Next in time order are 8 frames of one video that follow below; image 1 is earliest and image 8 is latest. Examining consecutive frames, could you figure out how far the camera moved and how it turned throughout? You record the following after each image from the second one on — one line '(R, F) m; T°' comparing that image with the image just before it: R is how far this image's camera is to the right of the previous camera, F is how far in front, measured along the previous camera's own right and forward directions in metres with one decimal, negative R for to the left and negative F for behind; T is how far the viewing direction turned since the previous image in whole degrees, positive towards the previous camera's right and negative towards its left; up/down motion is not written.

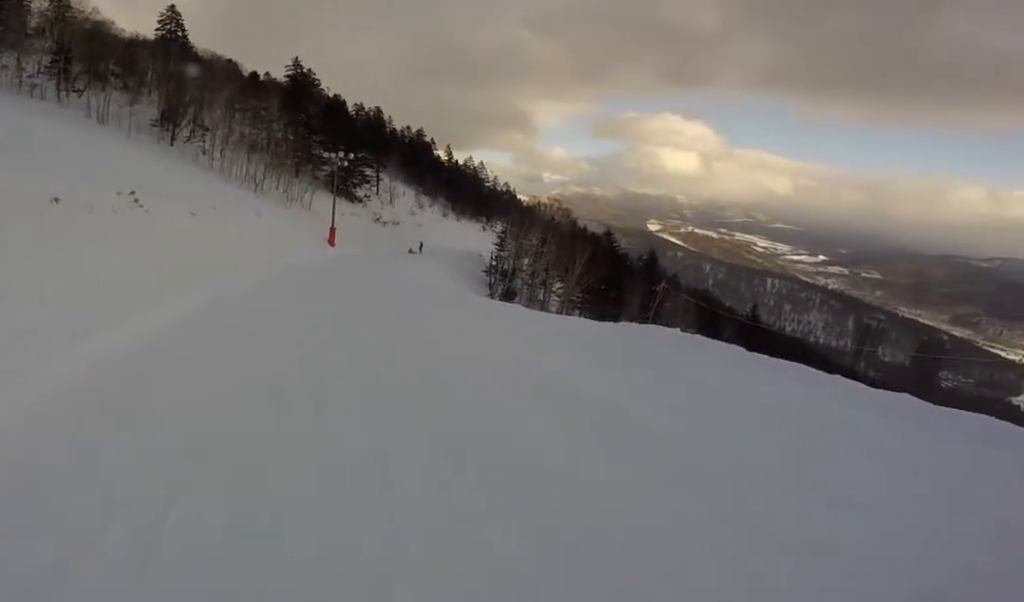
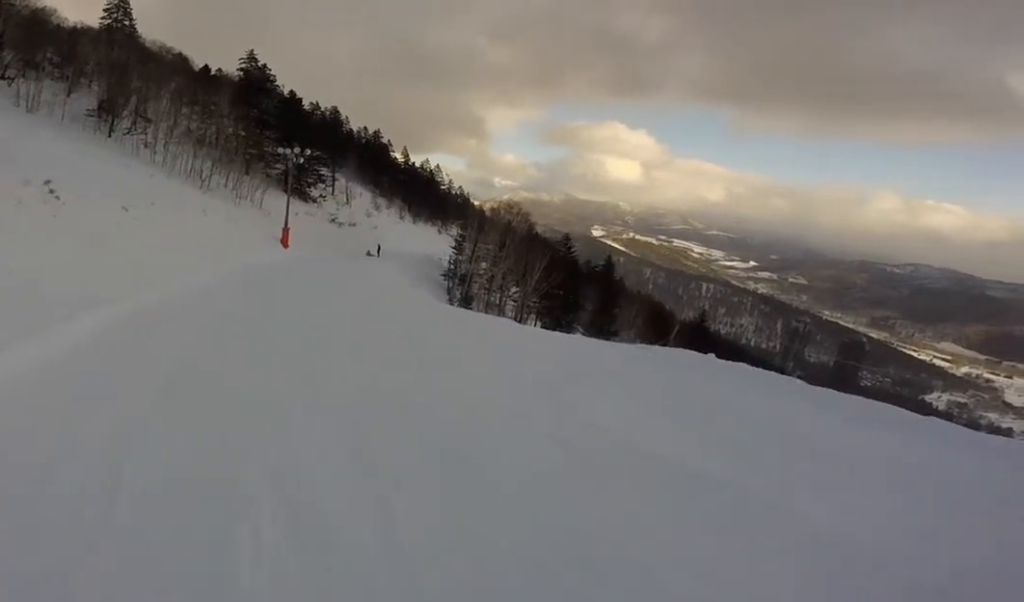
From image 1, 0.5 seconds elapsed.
(0.0, +1.7) m; 0°
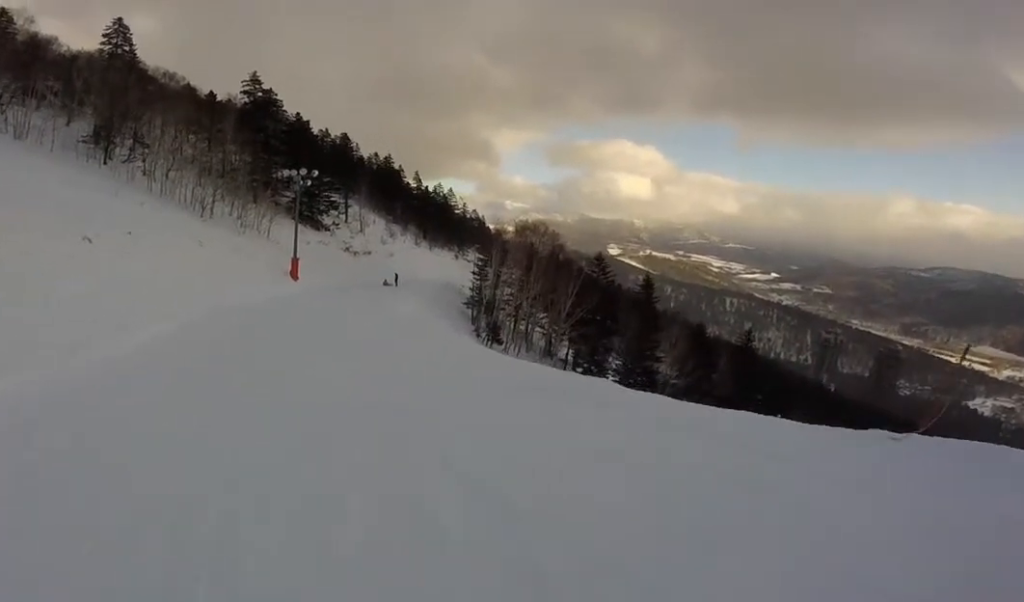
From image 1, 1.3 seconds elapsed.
(0.0, +3.5) m; 0°
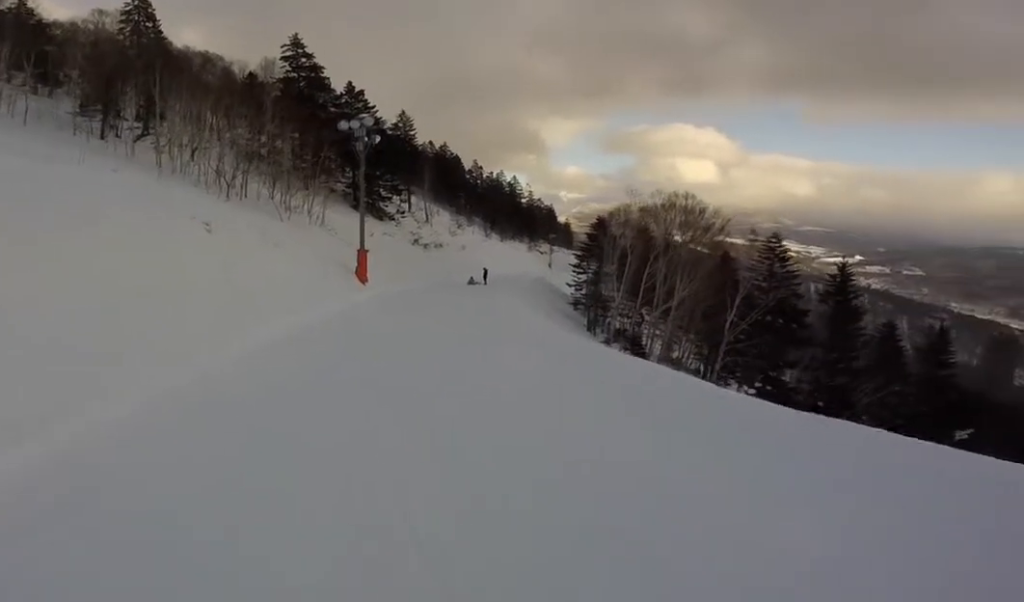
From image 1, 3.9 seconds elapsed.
(0.0, +11.6) m; +1°
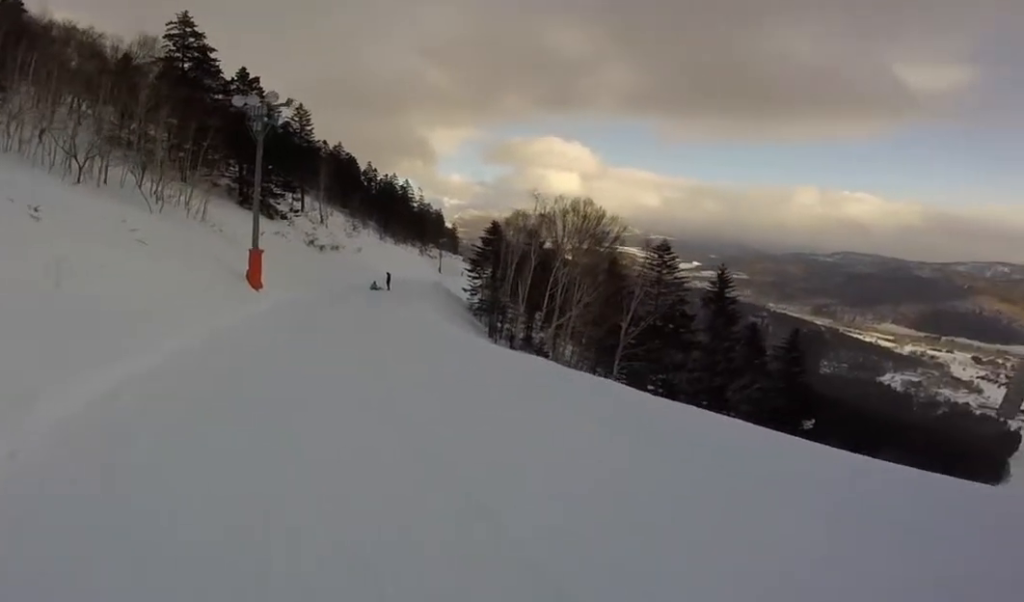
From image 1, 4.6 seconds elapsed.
(0.0, +3.4) m; +10°
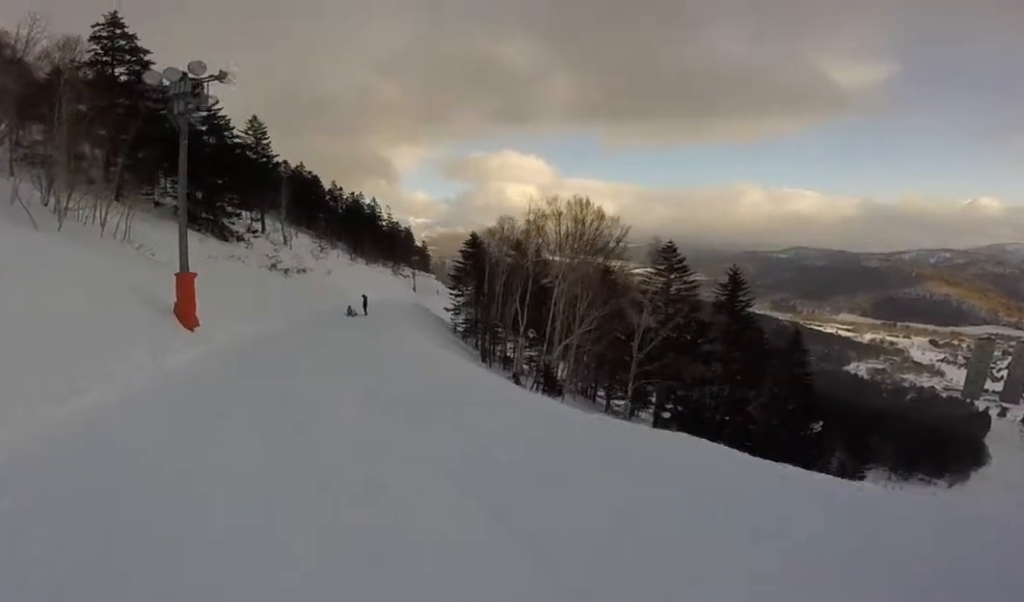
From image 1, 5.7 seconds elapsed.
(+1.0, +5.1) m; +9°
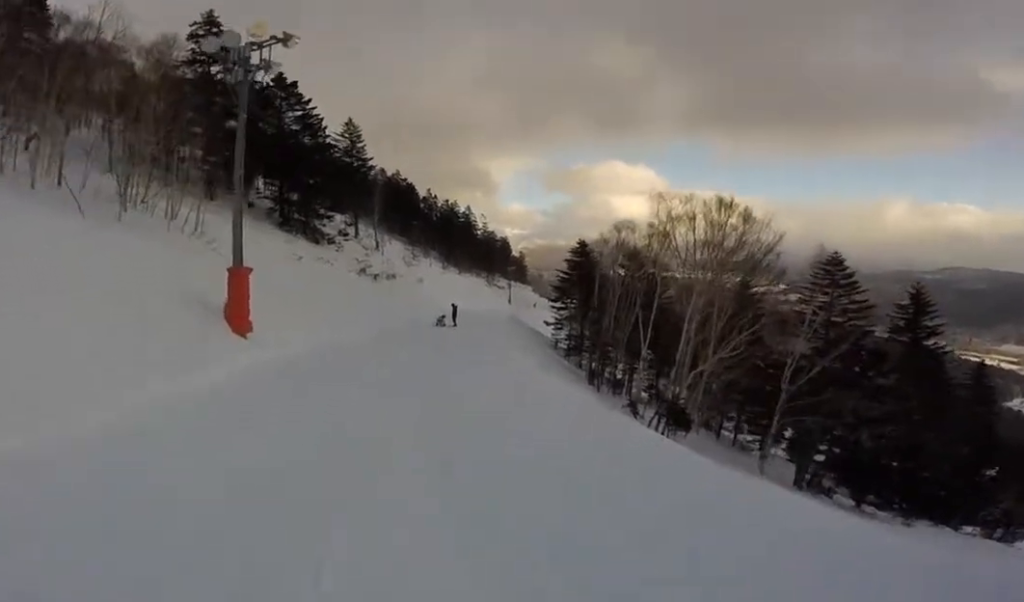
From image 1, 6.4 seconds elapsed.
(0.0, +3.0) m; -6°
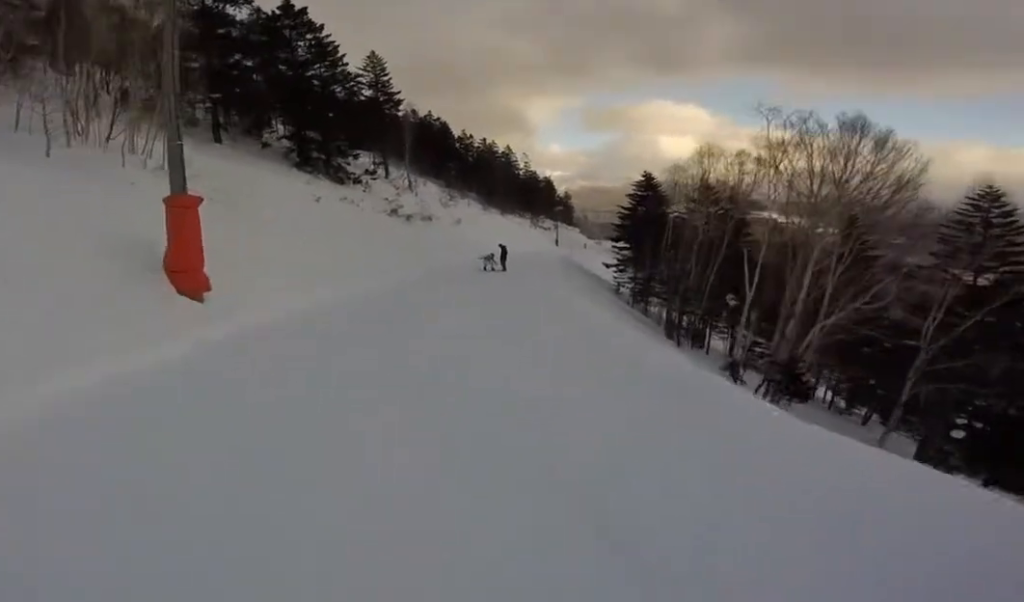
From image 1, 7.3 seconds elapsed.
(-0.7, +3.9) m; -11°
